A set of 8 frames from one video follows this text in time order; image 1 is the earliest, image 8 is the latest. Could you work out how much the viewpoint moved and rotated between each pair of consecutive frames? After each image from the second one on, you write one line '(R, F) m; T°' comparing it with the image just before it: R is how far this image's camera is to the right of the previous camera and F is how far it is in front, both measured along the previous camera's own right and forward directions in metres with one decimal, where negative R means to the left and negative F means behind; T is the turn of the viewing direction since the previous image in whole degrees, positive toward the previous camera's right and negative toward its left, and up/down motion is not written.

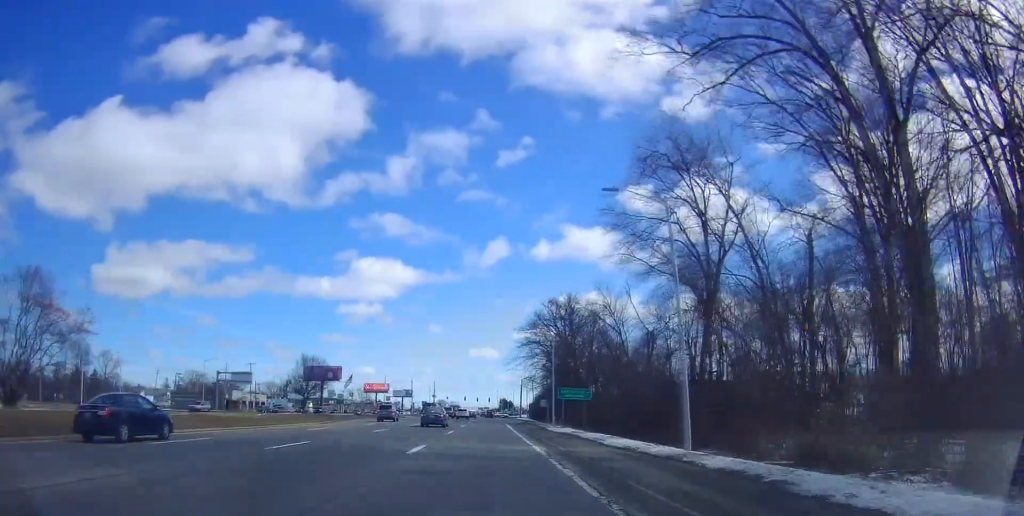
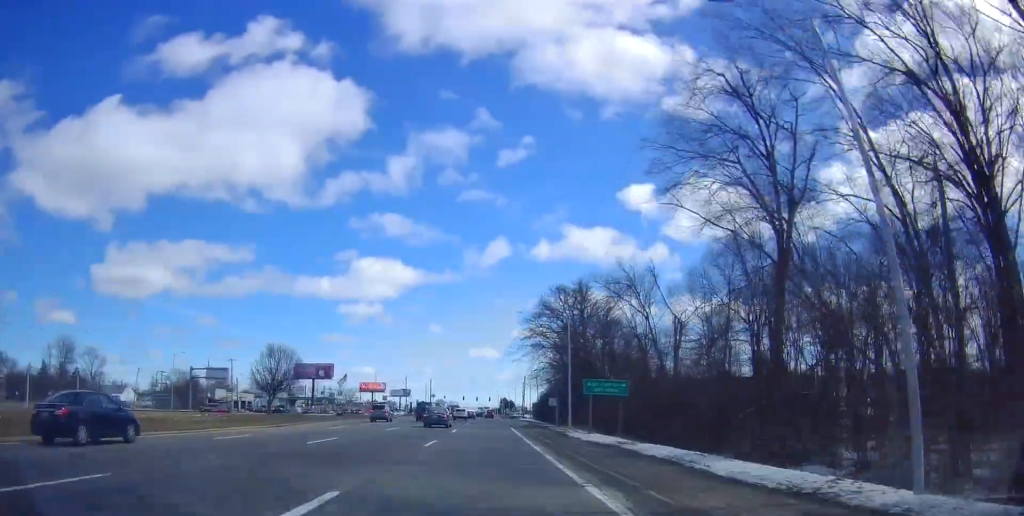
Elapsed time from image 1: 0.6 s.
(0.0, +11.3) m; 0°
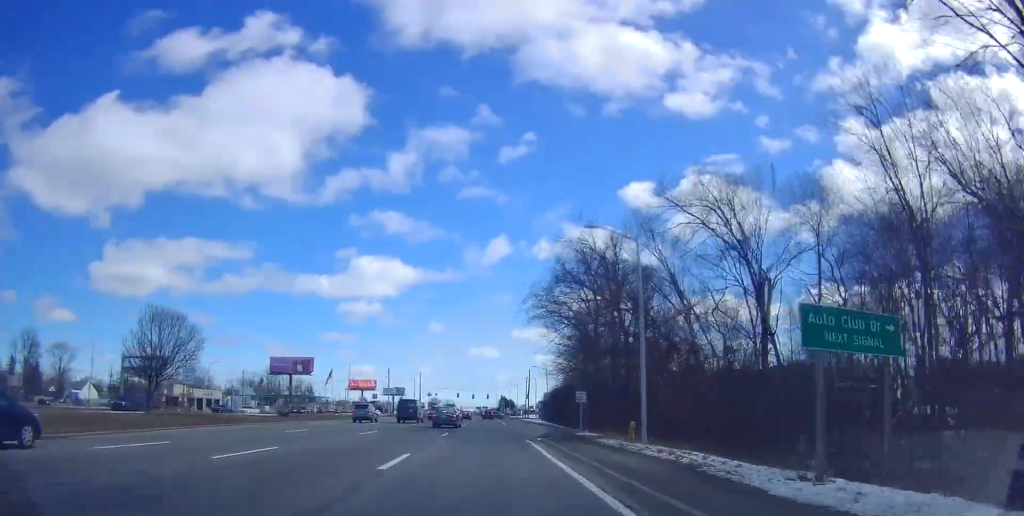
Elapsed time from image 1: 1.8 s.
(0.0, +21.5) m; 0°
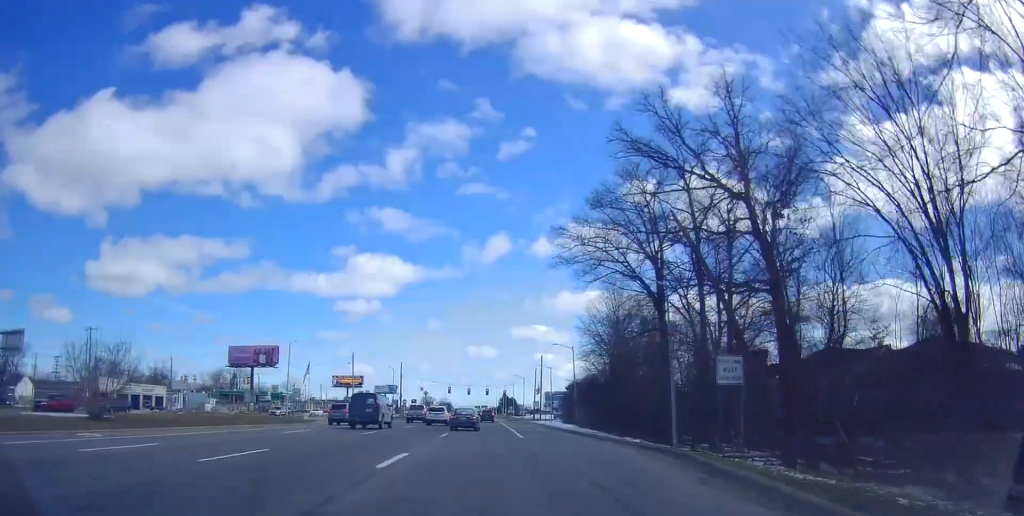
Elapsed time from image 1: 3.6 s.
(-0.9, +28.9) m; -2°
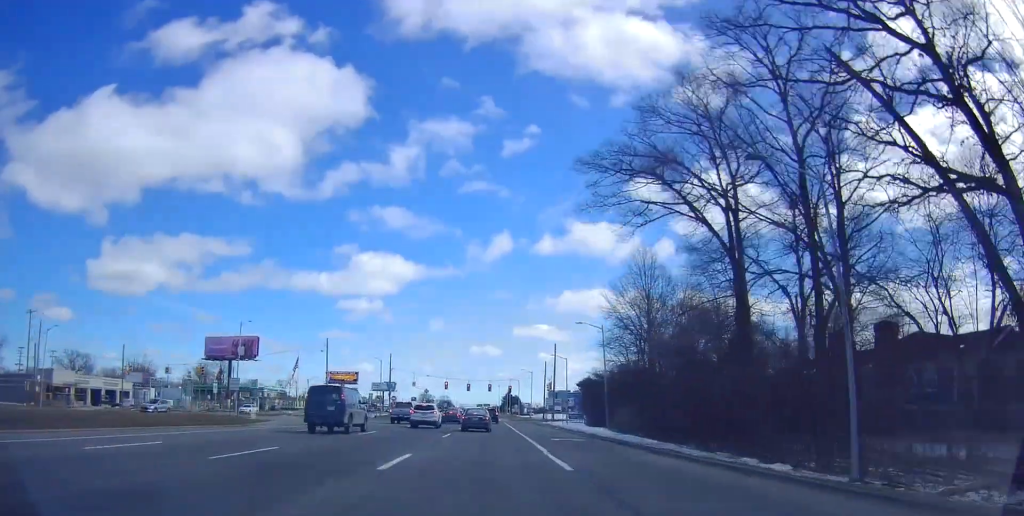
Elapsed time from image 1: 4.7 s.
(+0.3, +14.1) m; 0°
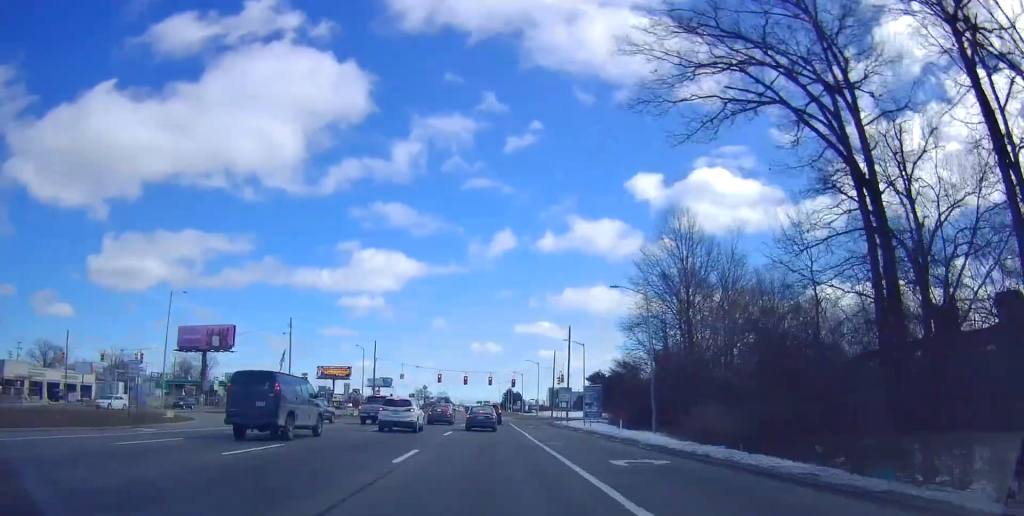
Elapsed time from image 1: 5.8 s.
(-0.5, +11.3) m; -4°
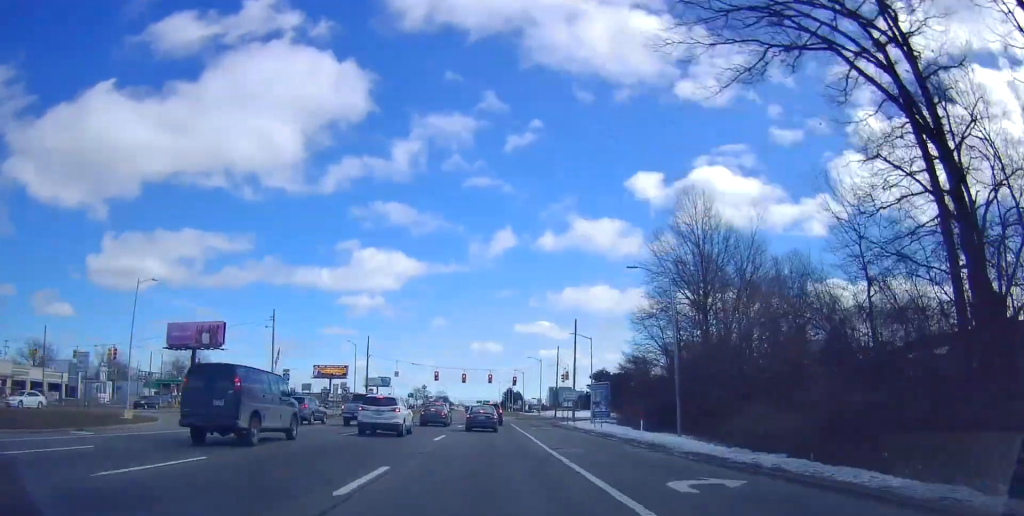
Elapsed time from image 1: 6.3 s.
(-0.1, +3.9) m; -1°
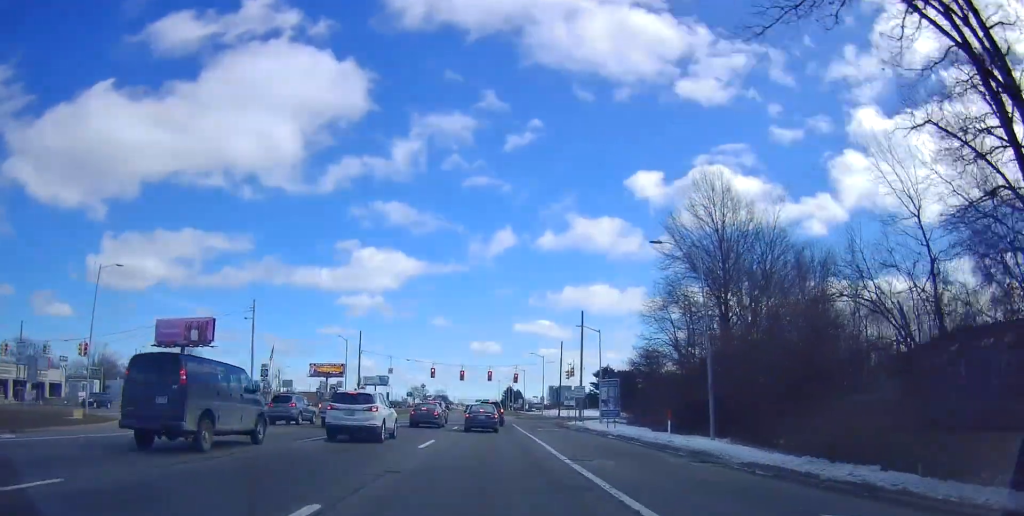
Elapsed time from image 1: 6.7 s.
(0.0, +4.2) m; -1°
